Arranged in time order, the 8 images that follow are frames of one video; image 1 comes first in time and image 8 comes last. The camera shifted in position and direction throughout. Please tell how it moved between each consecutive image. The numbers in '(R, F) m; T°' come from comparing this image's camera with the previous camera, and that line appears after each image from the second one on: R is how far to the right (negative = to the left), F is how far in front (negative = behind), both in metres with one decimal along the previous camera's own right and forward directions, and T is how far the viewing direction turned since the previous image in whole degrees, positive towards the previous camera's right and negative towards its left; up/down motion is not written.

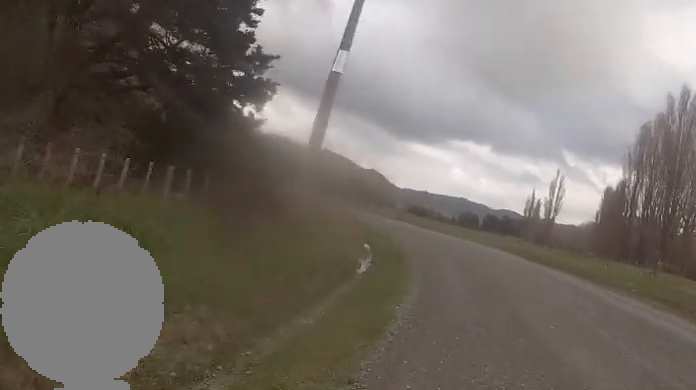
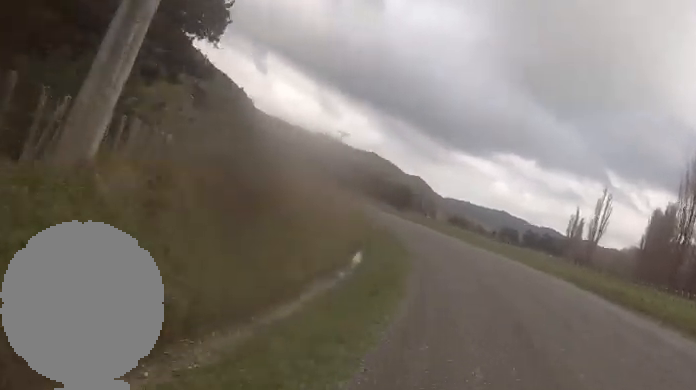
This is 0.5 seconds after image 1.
(-0.1, +10.0) m; -6°
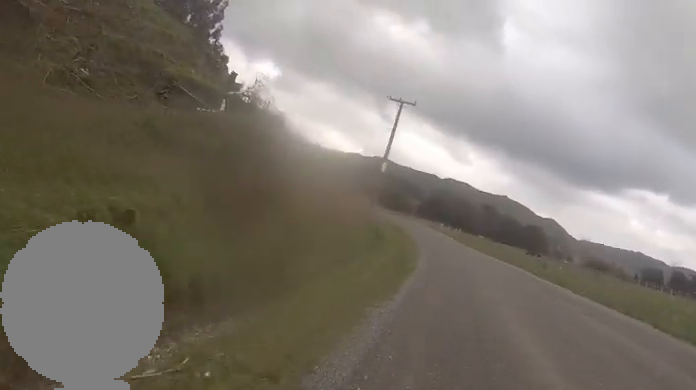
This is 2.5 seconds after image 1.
(-5.3, +37.1) m; -14°
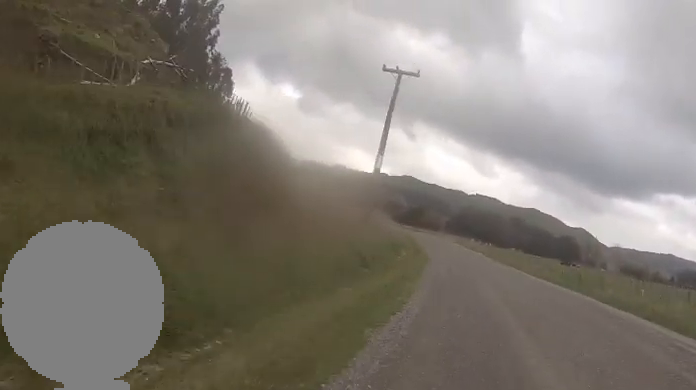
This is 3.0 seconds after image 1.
(-1.0, +9.7) m; -4°
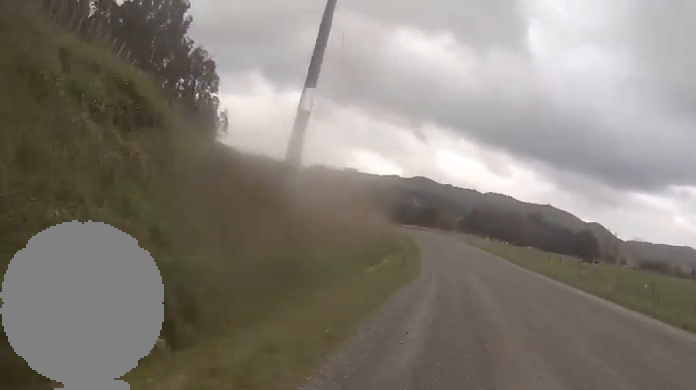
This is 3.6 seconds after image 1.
(-0.5, +12.0) m; -3°
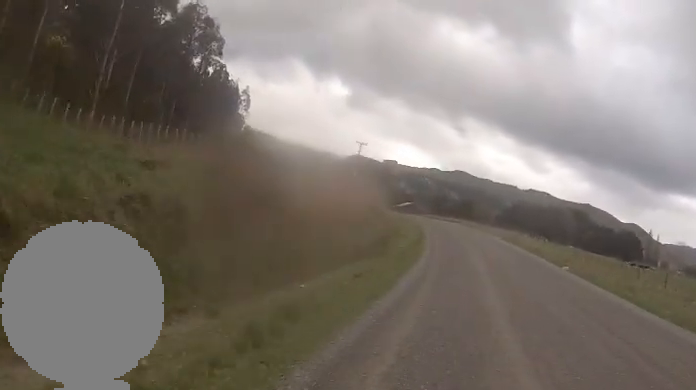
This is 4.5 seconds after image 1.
(-0.1, +17.2) m; -3°
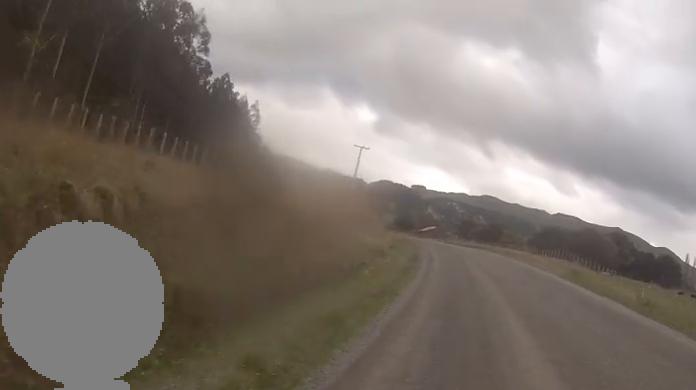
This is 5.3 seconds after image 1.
(-0.8, +17.7) m; -5°
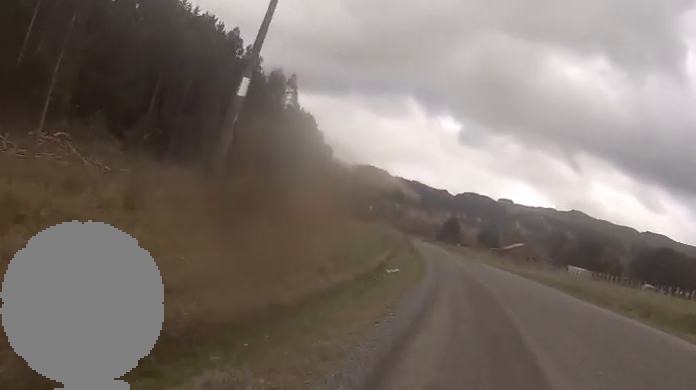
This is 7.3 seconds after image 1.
(-2.8, +45.0) m; -6°
